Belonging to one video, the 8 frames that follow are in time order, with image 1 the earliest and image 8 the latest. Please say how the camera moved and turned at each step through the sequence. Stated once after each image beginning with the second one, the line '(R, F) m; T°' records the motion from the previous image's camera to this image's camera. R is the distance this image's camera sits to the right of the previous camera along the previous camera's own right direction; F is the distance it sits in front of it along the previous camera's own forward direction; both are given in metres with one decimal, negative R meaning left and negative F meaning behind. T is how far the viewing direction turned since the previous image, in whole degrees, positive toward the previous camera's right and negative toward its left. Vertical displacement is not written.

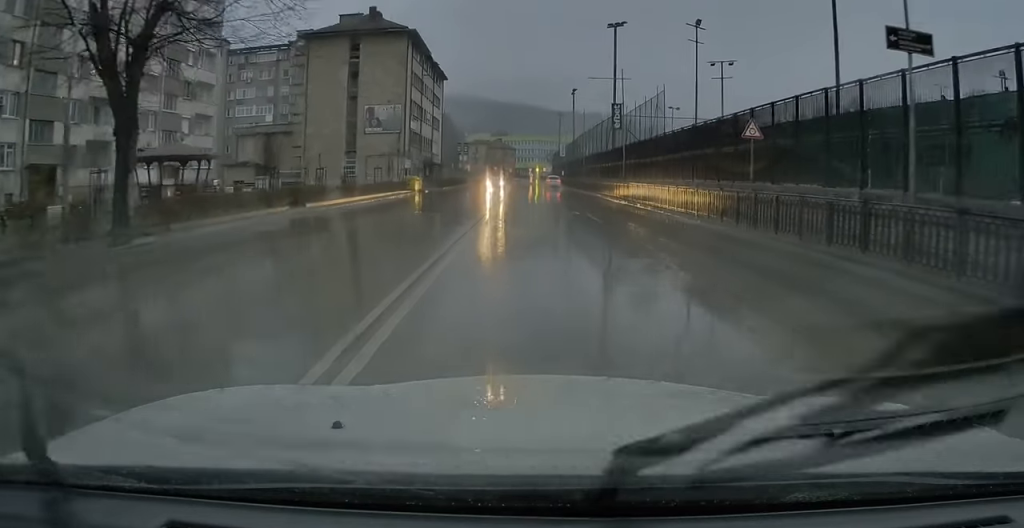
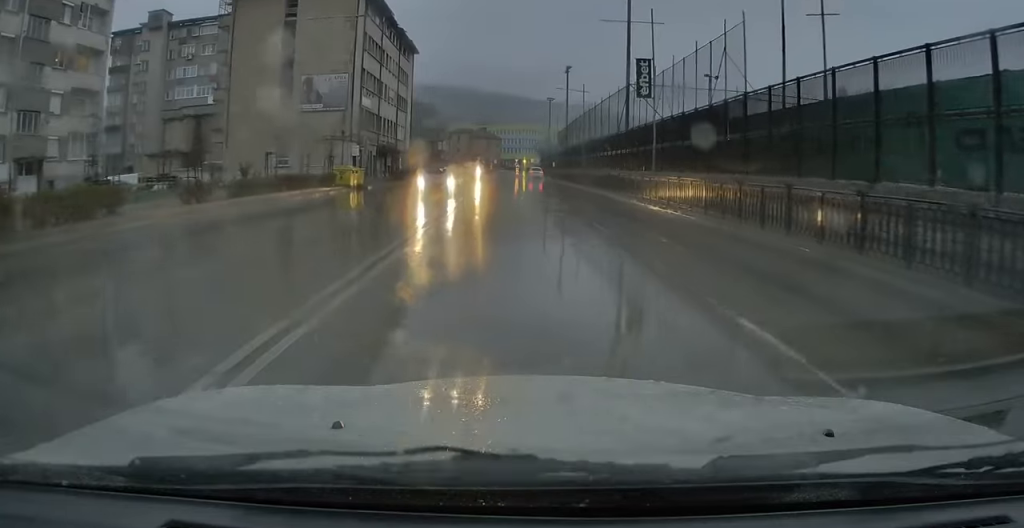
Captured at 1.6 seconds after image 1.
(-0.2, +16.5) m; -2°
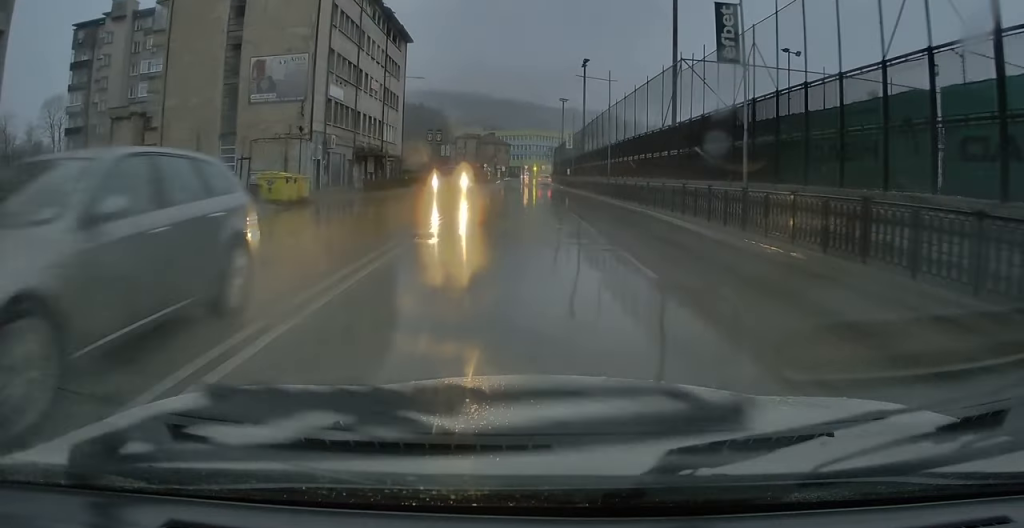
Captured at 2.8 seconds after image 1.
(-0.3, +12.8) m; -2°
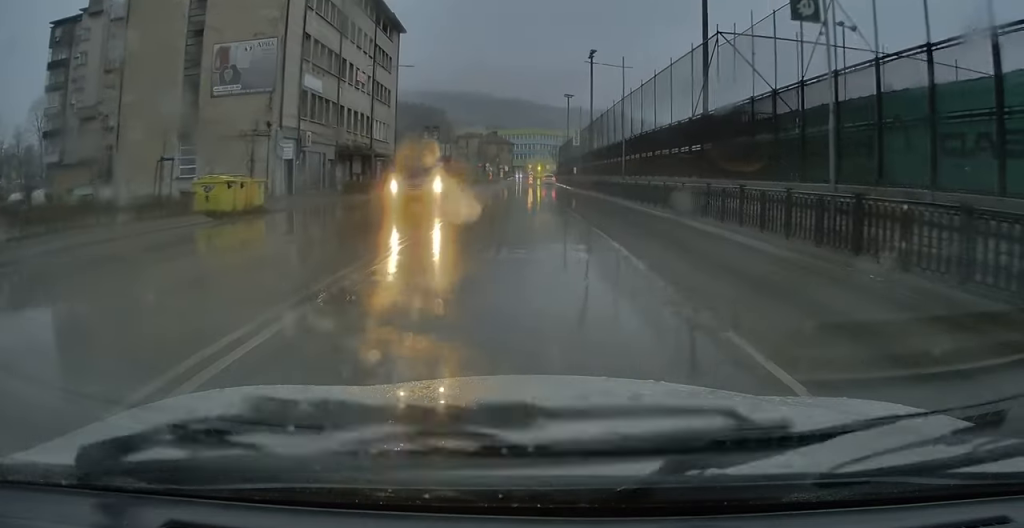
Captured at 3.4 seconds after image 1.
(0.0, +6.0) m; 0°
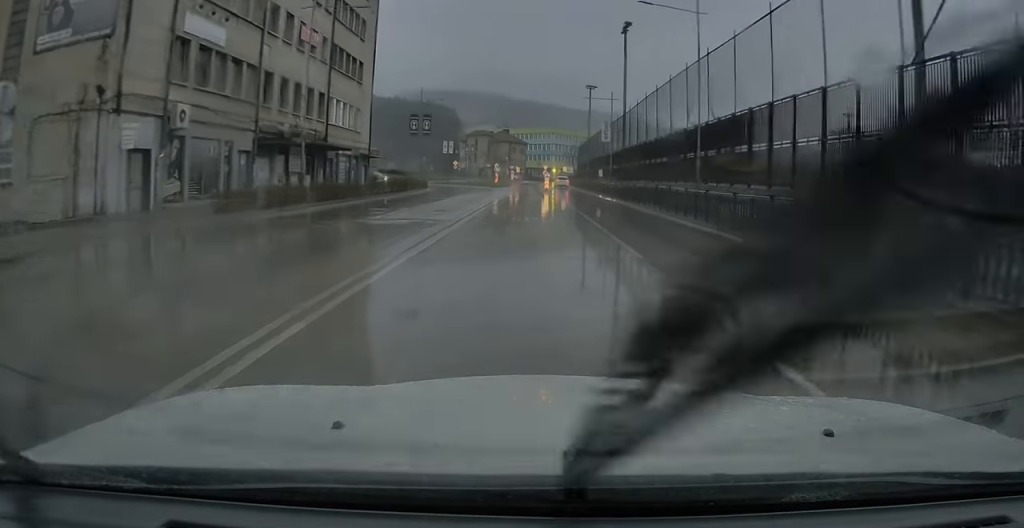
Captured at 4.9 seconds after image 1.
(-0.5, +16.5) m; -3°
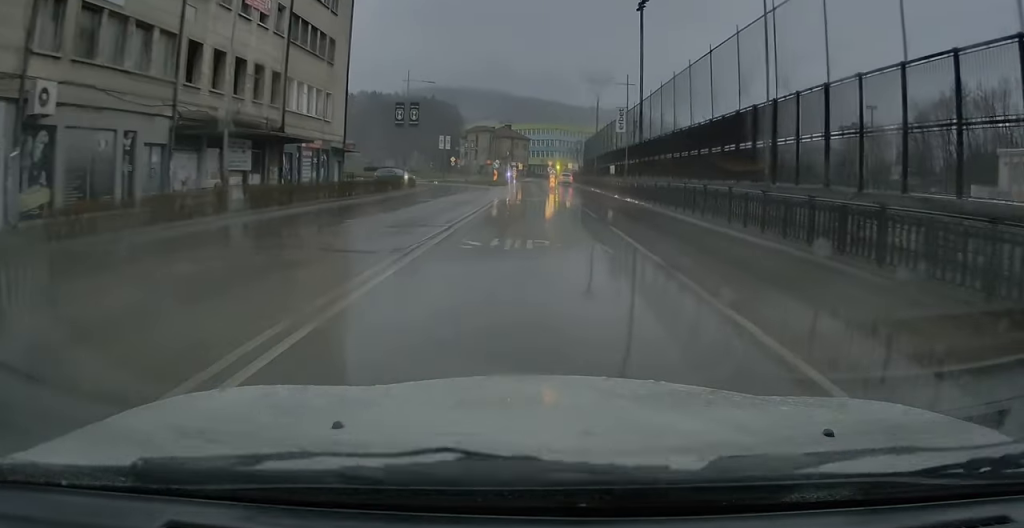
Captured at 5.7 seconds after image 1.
(-0.2, +7.8) m; 0°
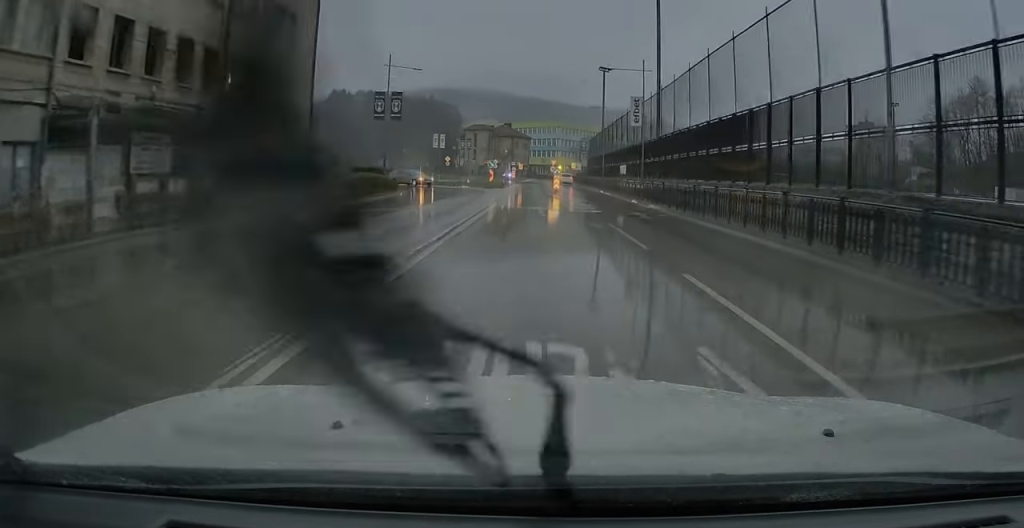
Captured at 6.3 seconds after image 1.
(+0.2, +7.1) m; +1°
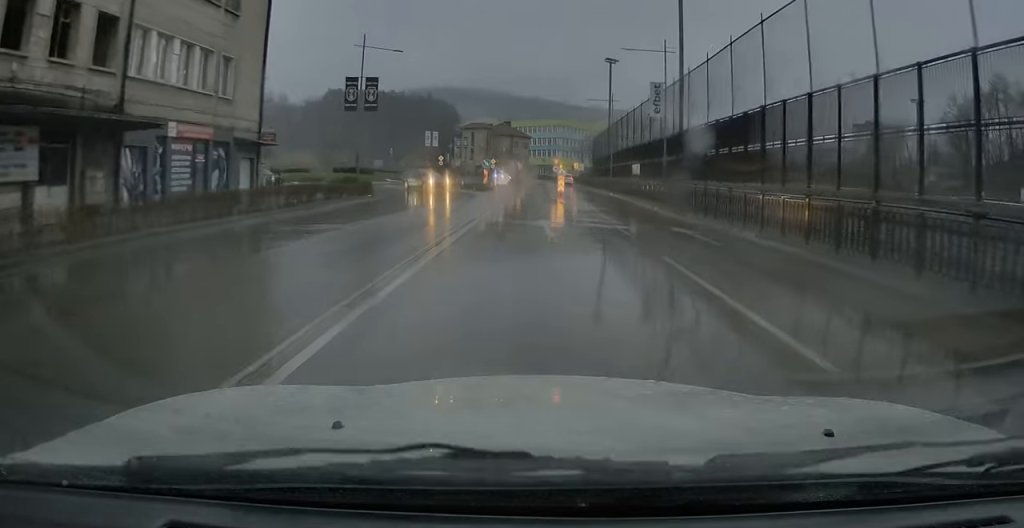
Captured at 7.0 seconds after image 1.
(0.0, +7.1) m; 0°
